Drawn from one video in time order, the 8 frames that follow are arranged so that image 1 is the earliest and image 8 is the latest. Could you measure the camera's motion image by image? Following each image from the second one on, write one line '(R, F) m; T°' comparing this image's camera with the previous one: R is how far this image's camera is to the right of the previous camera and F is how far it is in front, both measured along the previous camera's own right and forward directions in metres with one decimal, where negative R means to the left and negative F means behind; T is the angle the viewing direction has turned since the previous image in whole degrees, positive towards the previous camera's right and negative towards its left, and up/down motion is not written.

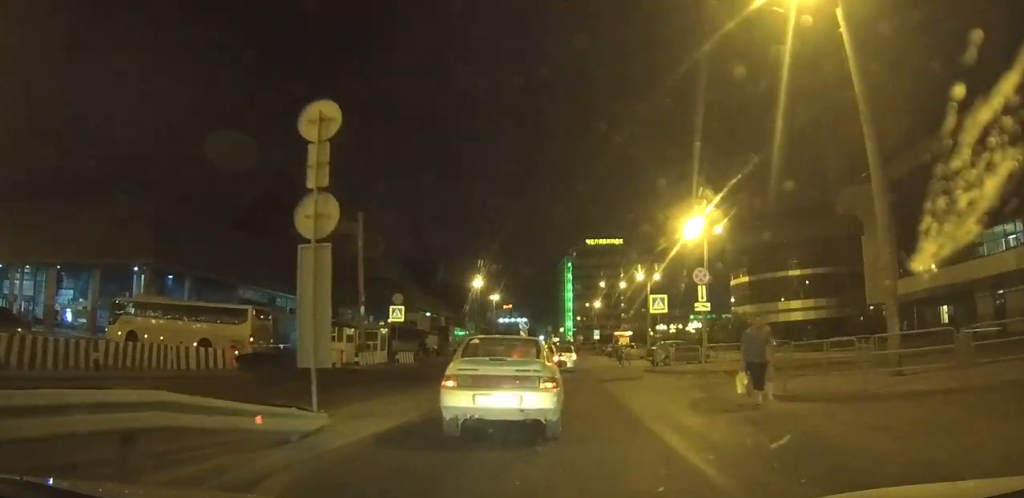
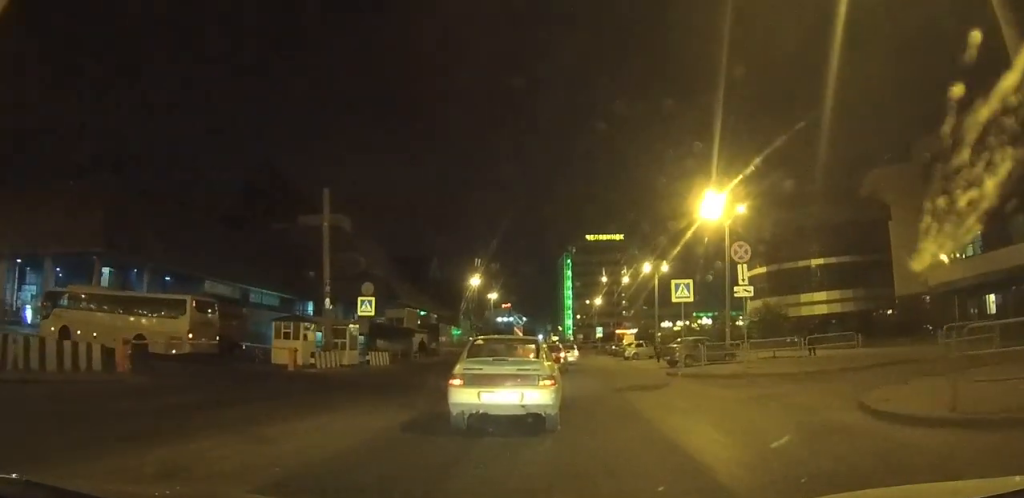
(+0.1, +9.2) m; +3°
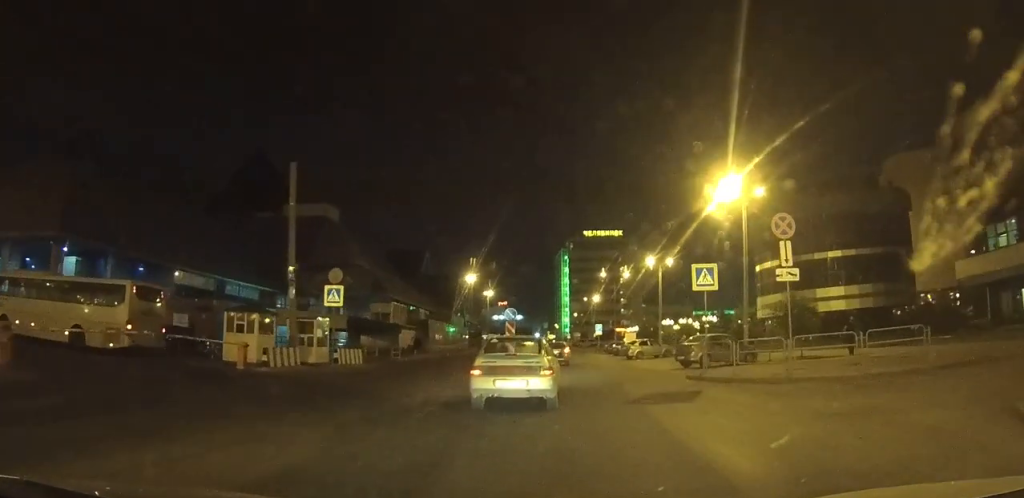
(+0.2, +6.9) m; +1°
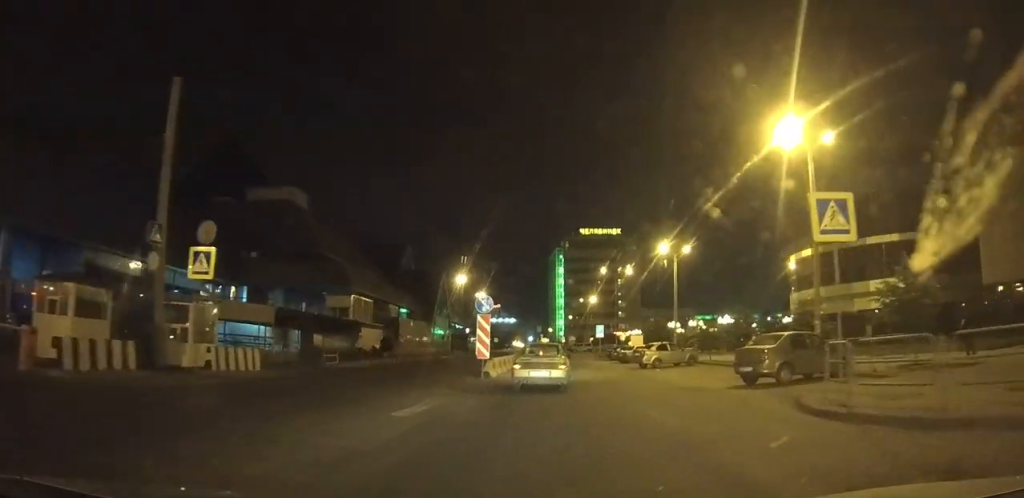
(+0.1, +13.3) m; +1°
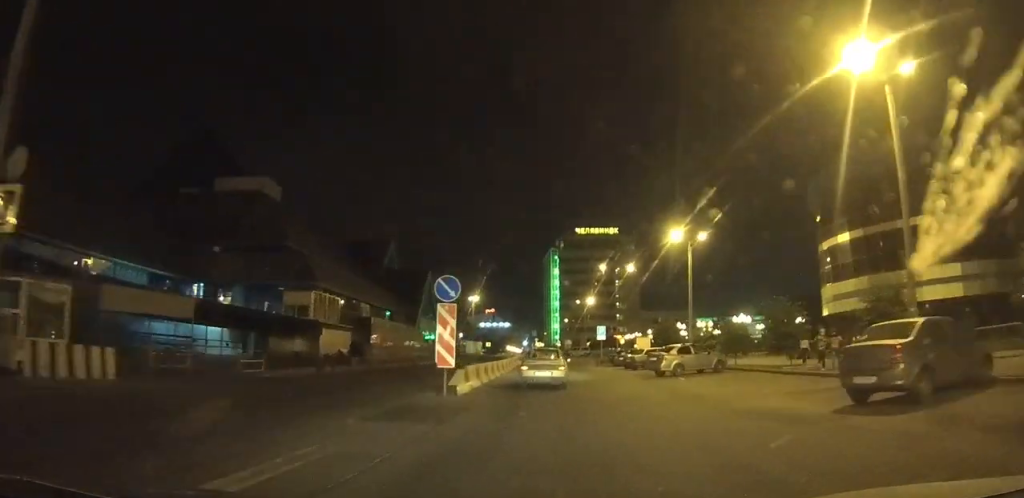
(0.0, +7.9) m; 0°
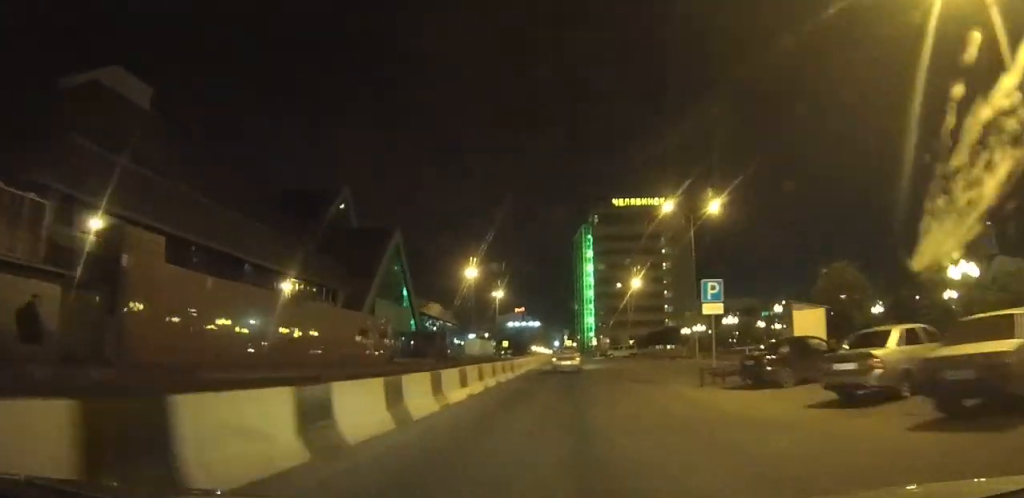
(-0.4, +32.4) m; 0°
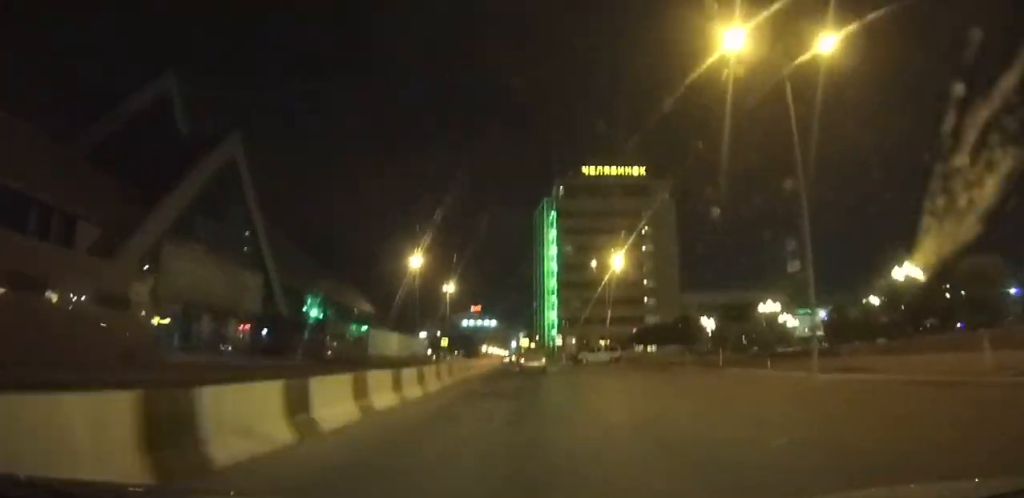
(+0.4, +23.9) m; +1°
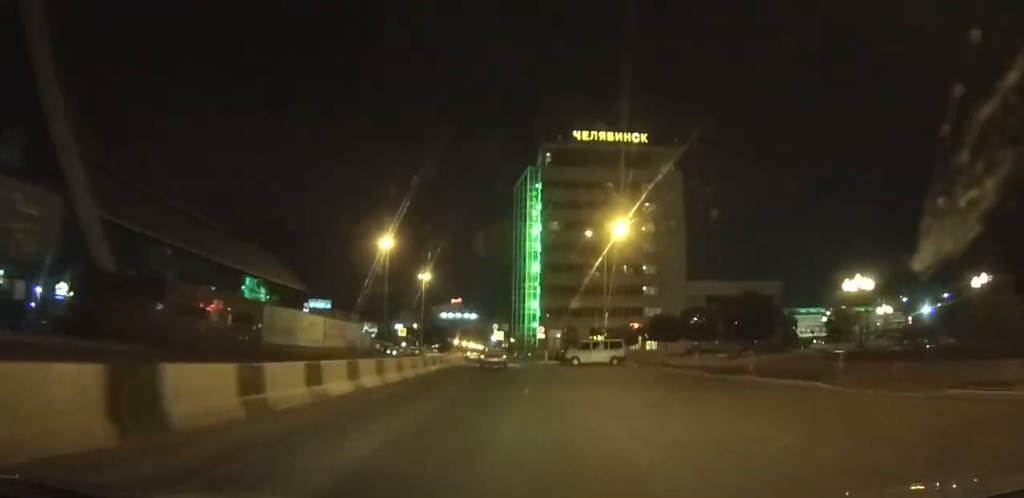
(+0.1, +14.7) m; -1°
